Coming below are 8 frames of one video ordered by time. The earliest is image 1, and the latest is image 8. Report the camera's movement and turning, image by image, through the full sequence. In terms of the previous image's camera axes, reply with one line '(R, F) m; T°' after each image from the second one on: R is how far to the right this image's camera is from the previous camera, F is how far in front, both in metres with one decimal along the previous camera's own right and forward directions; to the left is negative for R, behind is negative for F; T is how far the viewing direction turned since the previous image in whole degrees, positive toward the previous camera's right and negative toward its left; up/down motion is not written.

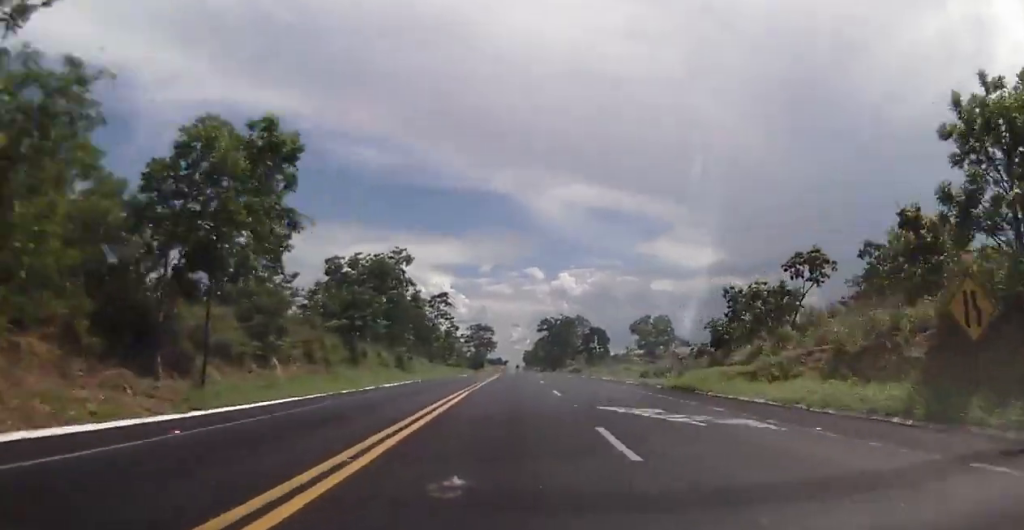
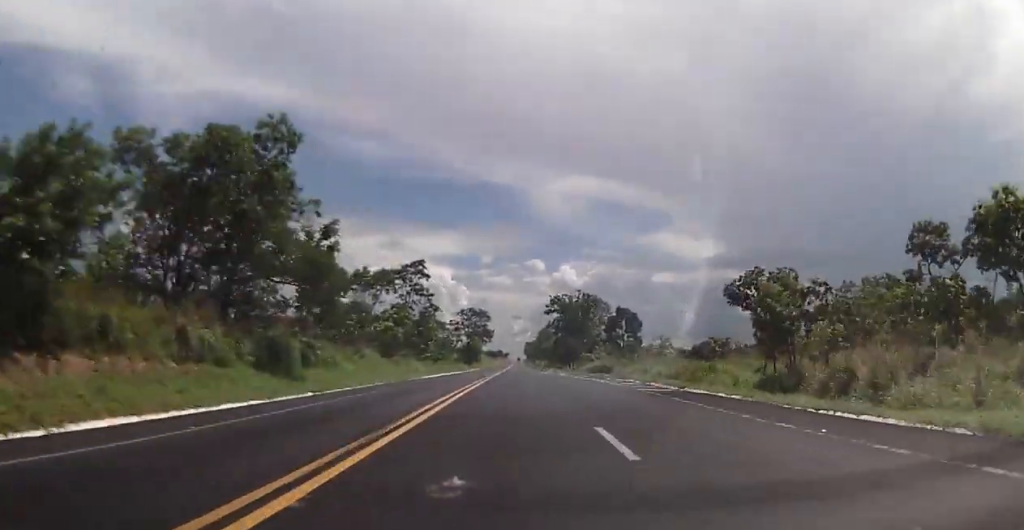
(+0.3, +32.9) m; 0°
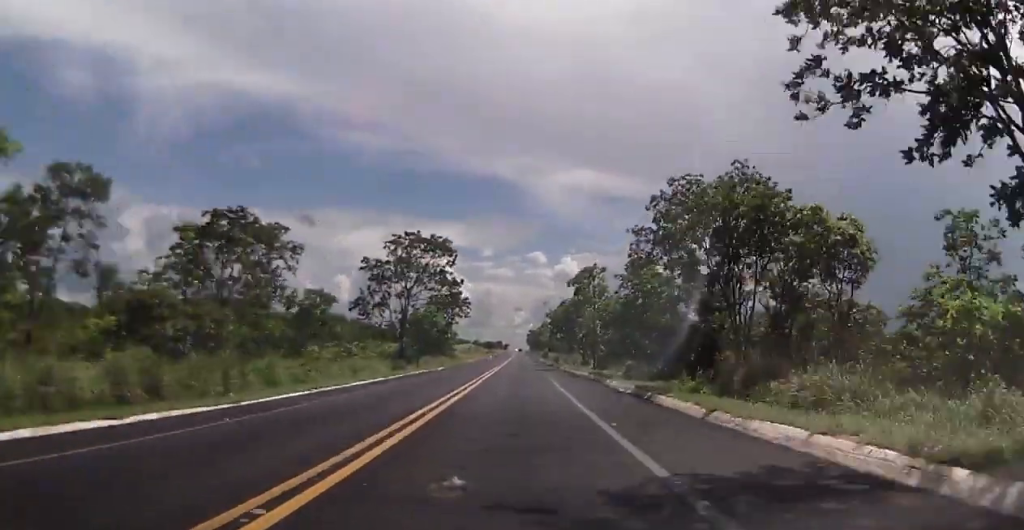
(-0.1, +87.3) m; -1°
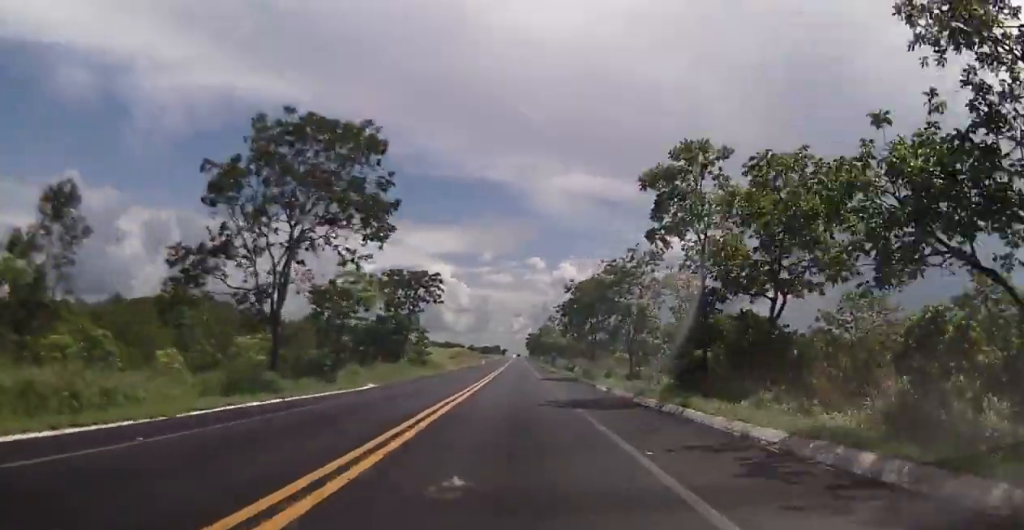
(-0.3, +34.8) m; 0°
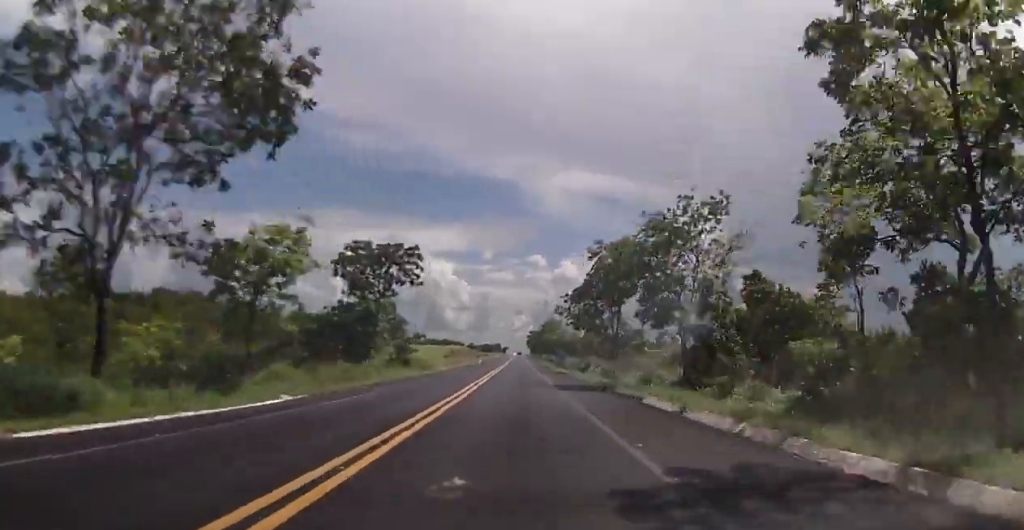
(0.0, +14.9) m; 0°
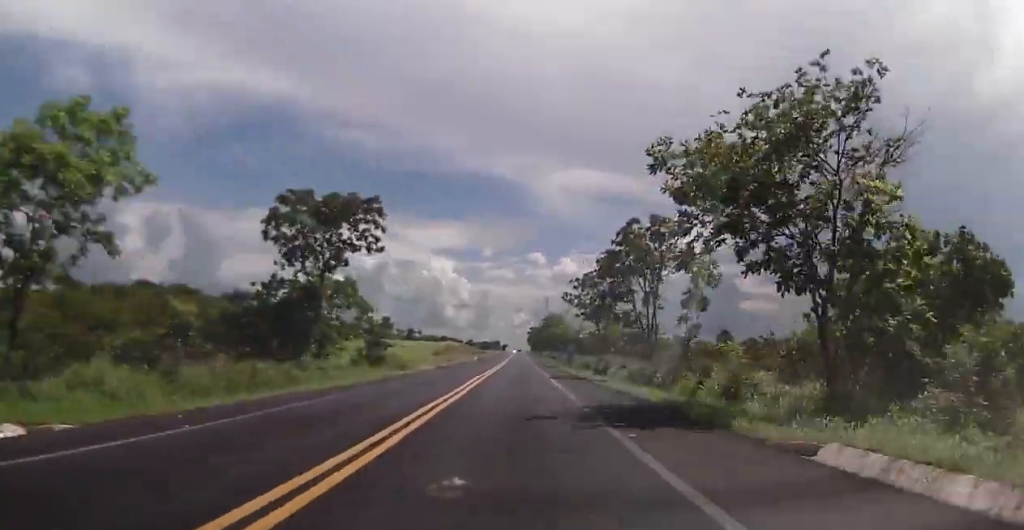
(+0.1, +14.9) m; 0°
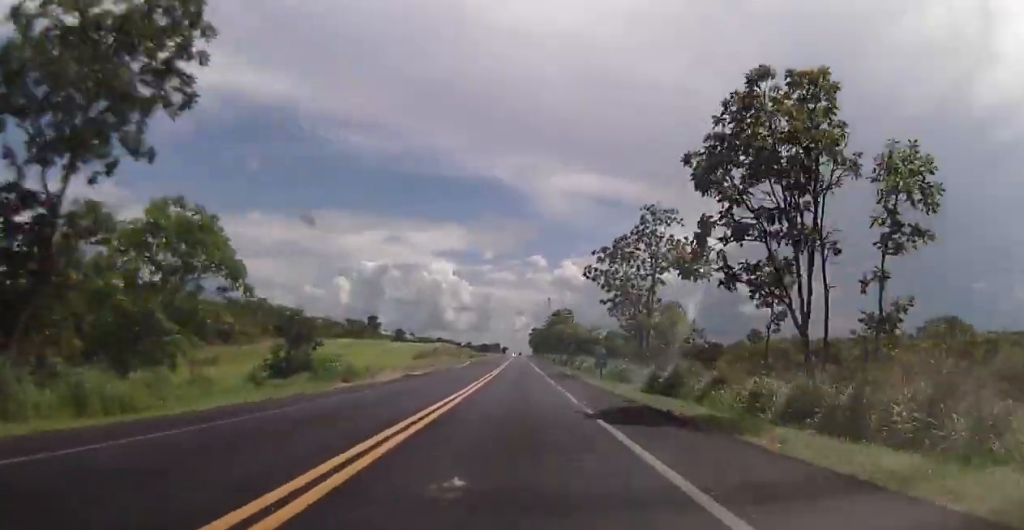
(+0.1, +22.5) m; 0°
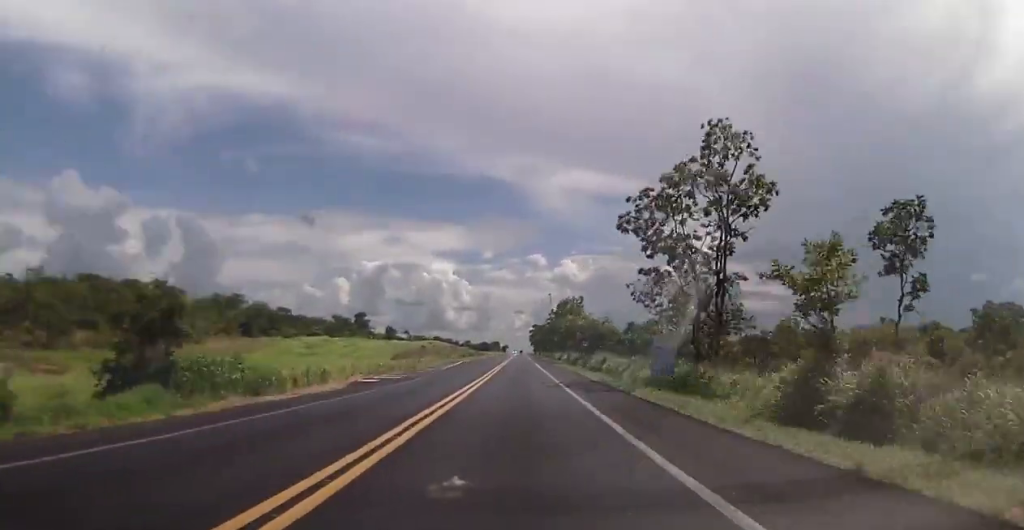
(+0.1, +17.2) m; 0°
